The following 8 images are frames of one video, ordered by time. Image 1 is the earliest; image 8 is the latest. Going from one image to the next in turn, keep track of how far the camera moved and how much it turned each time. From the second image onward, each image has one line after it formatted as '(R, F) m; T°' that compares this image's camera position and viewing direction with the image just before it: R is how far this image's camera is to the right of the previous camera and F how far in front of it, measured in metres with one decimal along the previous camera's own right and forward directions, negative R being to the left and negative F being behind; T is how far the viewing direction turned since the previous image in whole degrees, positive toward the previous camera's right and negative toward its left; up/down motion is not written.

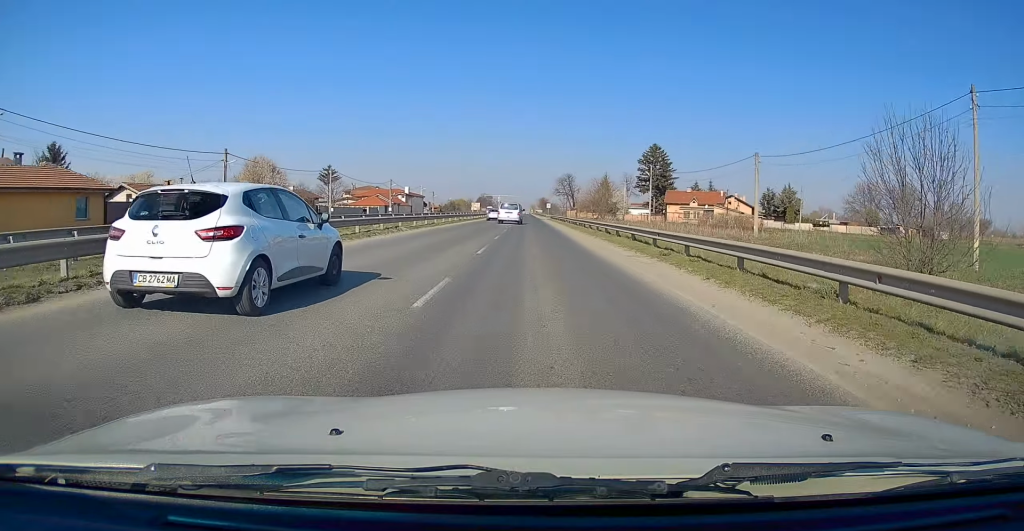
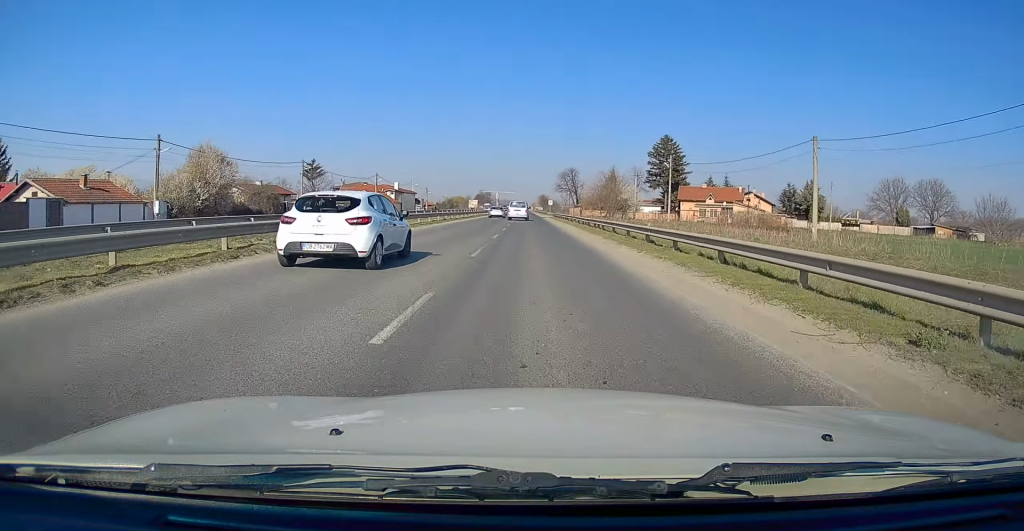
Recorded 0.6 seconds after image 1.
(0.0, +10.7) m; 0°
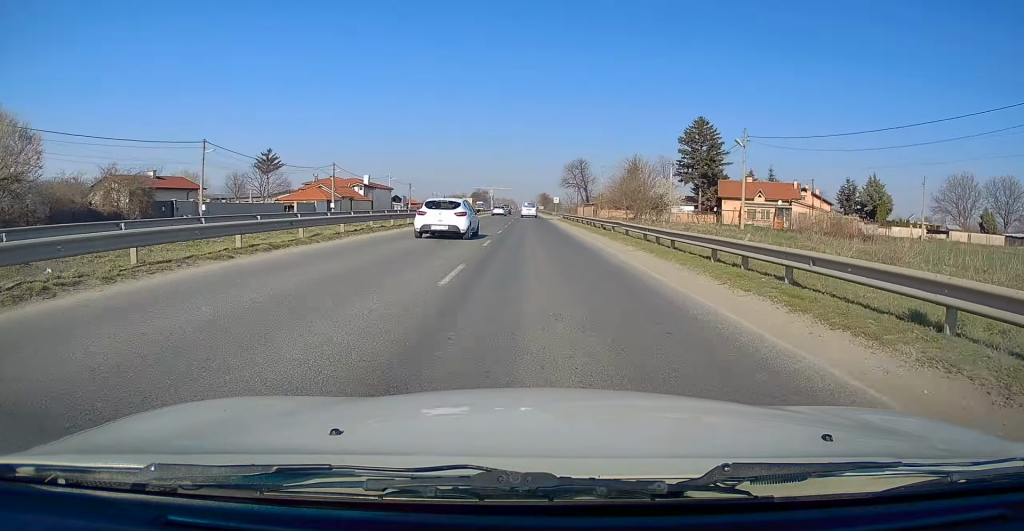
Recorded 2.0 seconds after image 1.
(0.0, +23.4) m; 0°
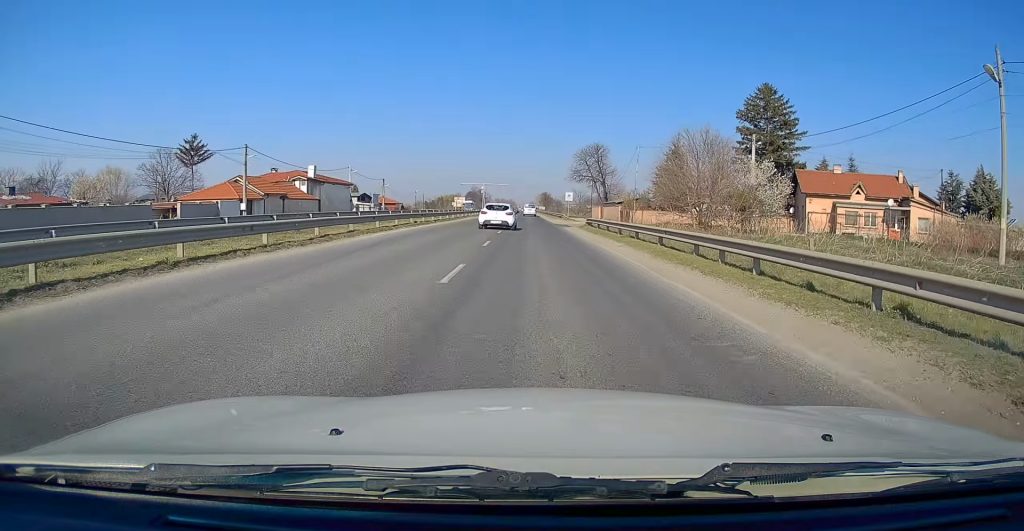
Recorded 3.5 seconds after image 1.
(+0.2, +26.5) m; 0°
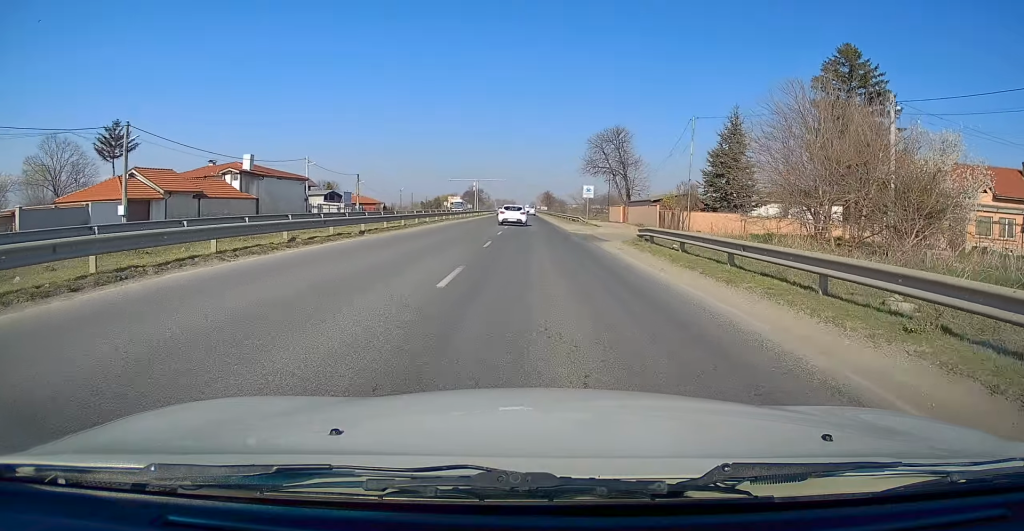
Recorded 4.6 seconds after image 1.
(-0.2, +18.6) m; 0°
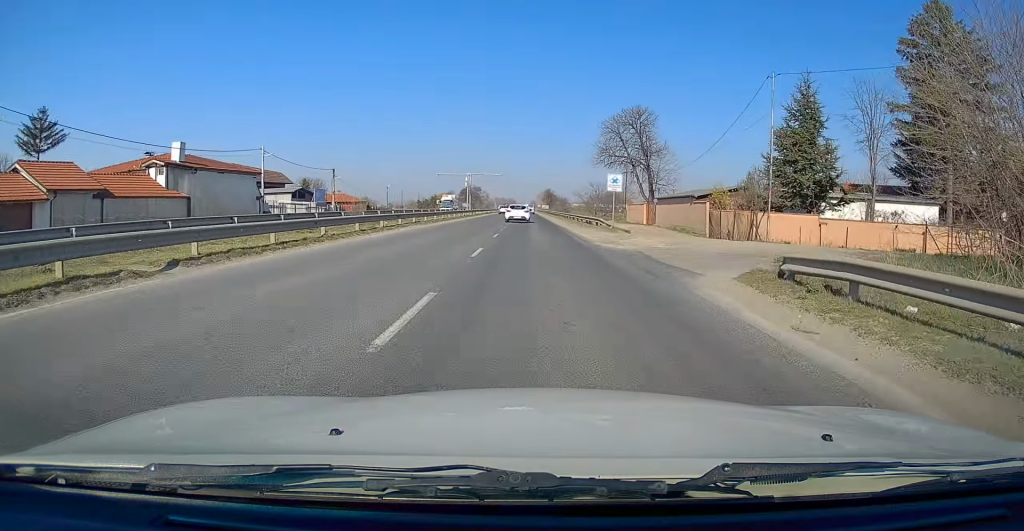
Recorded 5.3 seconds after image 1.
(+0.3, +12.8) m; 0°
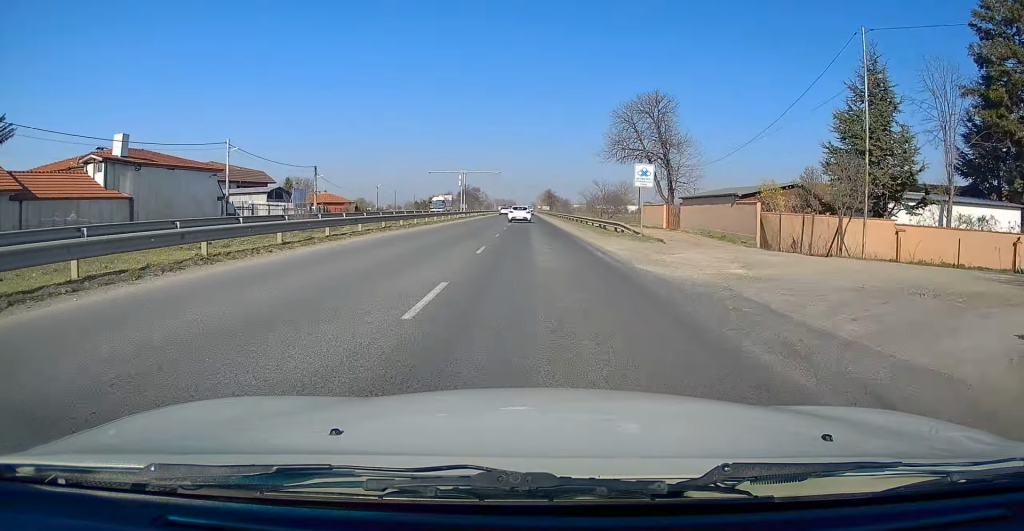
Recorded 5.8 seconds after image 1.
(-0.2, +7.6) m; 0°
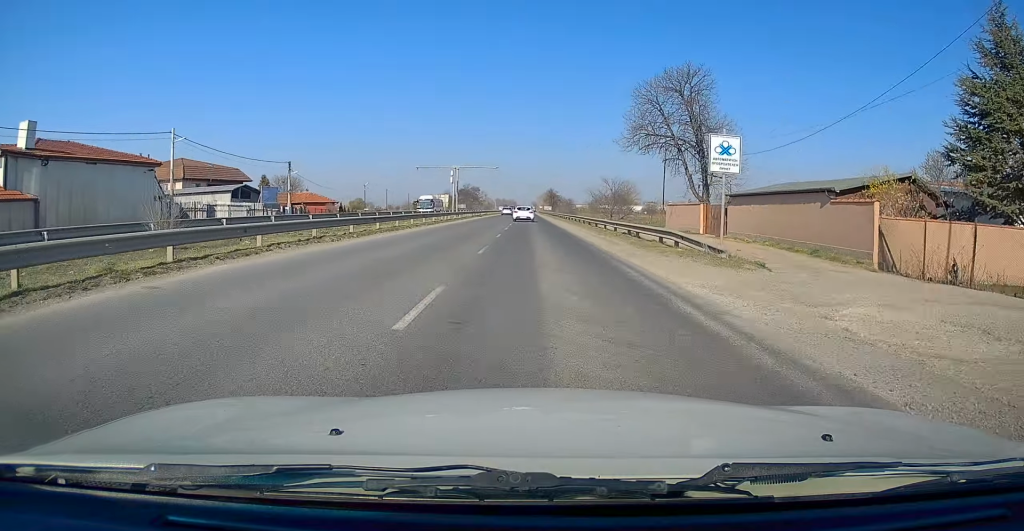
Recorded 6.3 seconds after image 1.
(-0.3, +9.3) m; 0°
